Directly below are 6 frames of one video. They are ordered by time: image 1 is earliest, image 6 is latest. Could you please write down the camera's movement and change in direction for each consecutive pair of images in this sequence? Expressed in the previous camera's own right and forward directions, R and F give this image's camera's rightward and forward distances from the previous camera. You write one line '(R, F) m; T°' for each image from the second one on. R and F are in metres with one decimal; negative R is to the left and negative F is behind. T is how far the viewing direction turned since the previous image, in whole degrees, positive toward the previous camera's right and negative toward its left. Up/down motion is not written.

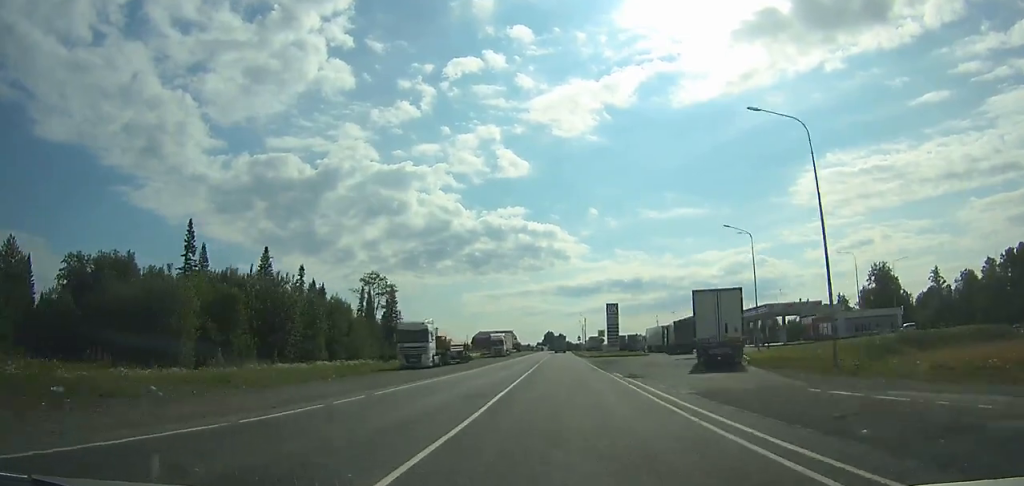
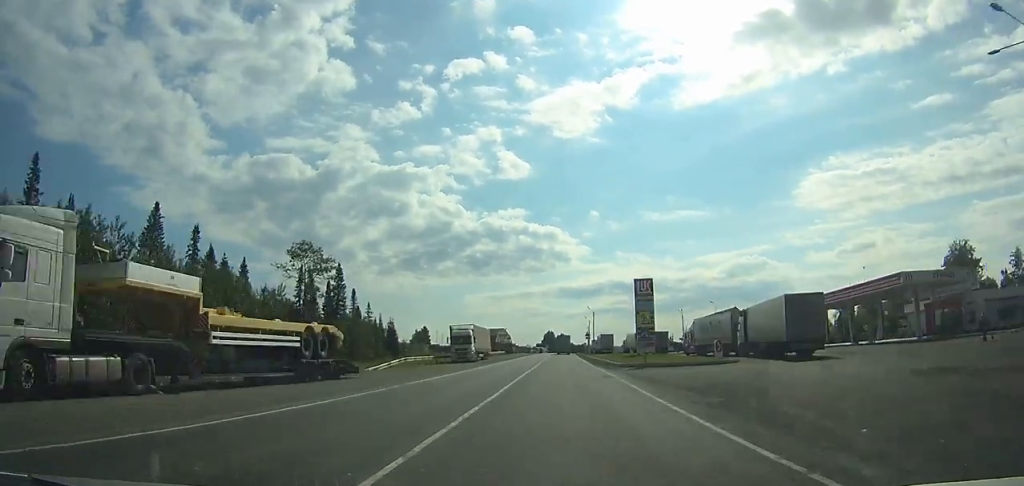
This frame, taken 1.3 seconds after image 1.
(0.0, +36.0) m; 0°
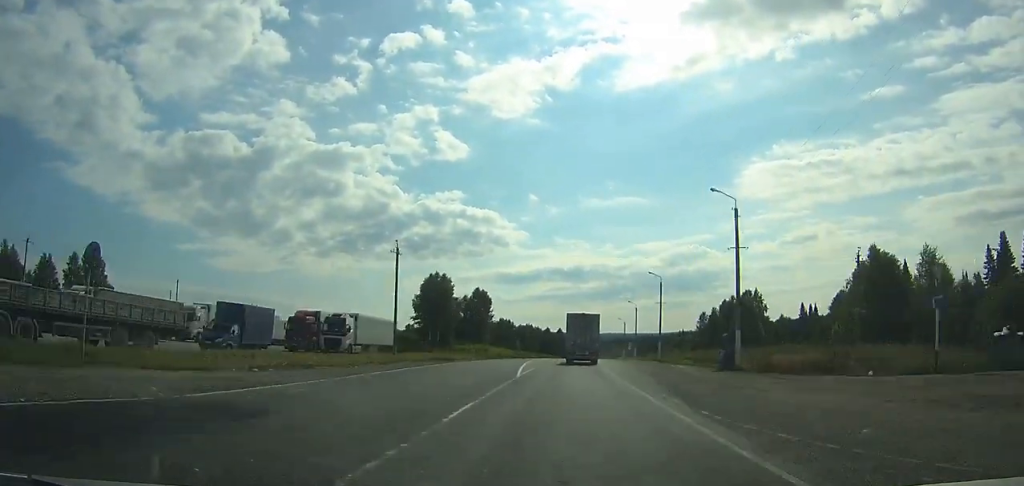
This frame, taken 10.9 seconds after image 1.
(+5.9, +228.1) m; +5°
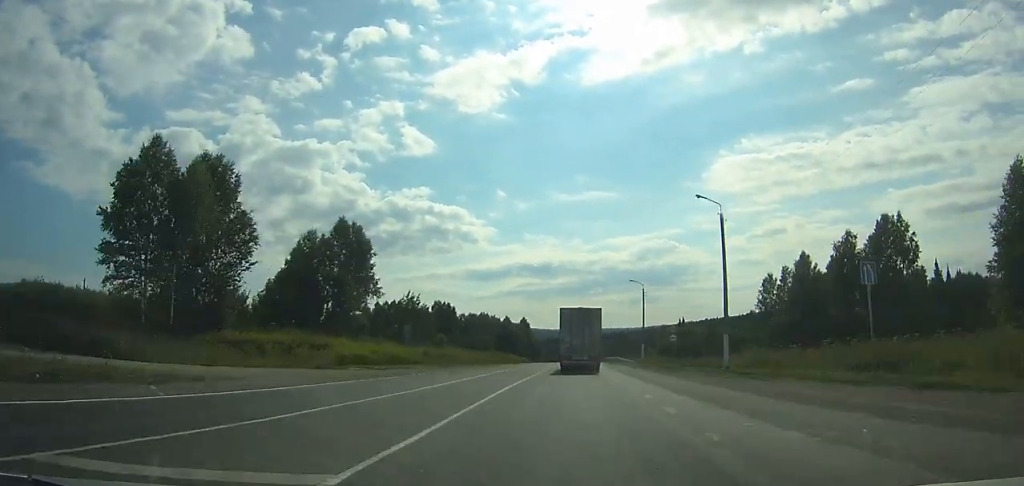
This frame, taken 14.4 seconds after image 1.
(+2.7, +71.2) m; +4°
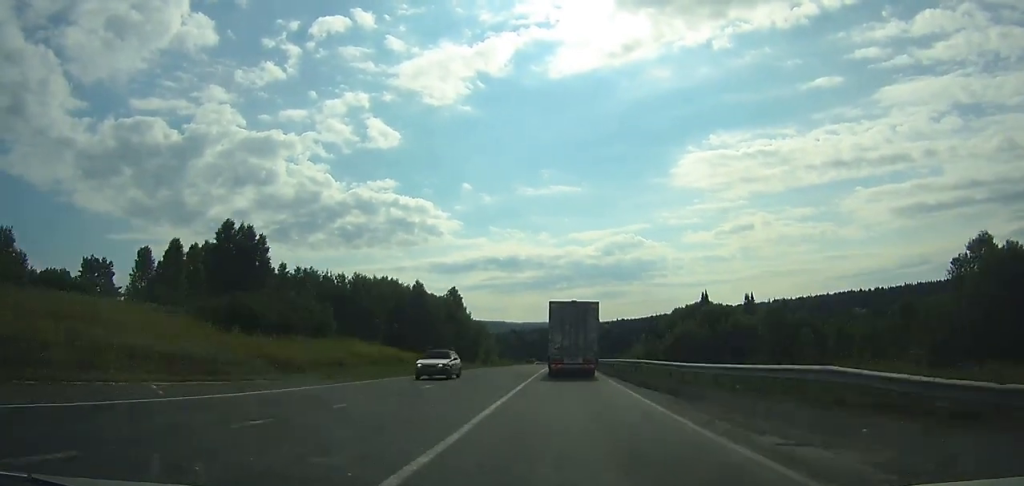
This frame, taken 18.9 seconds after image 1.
(+2.8, +89.1) m; +3°
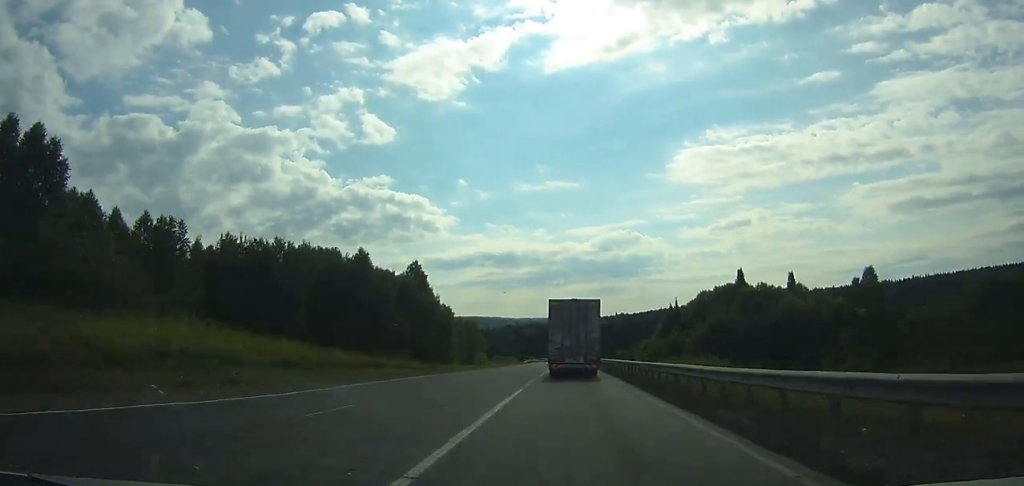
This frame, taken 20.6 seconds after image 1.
(+0.2, +33.9) m; 0°
